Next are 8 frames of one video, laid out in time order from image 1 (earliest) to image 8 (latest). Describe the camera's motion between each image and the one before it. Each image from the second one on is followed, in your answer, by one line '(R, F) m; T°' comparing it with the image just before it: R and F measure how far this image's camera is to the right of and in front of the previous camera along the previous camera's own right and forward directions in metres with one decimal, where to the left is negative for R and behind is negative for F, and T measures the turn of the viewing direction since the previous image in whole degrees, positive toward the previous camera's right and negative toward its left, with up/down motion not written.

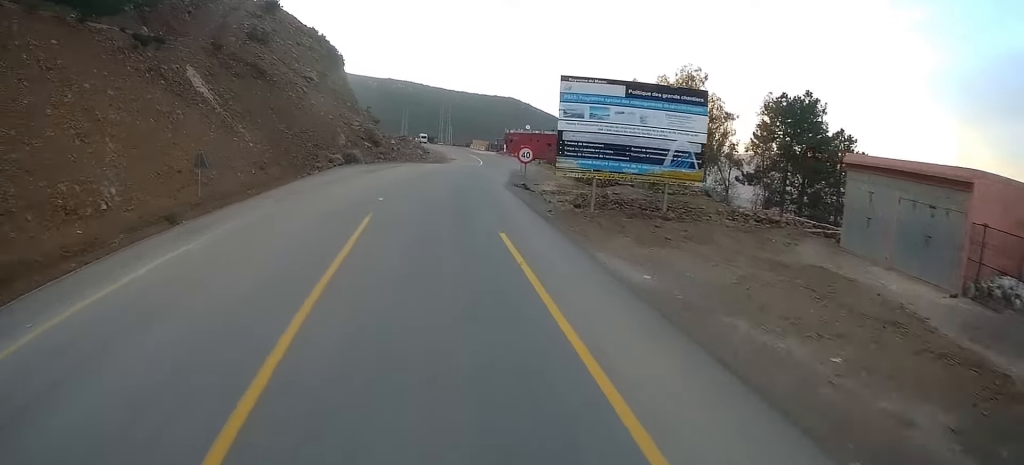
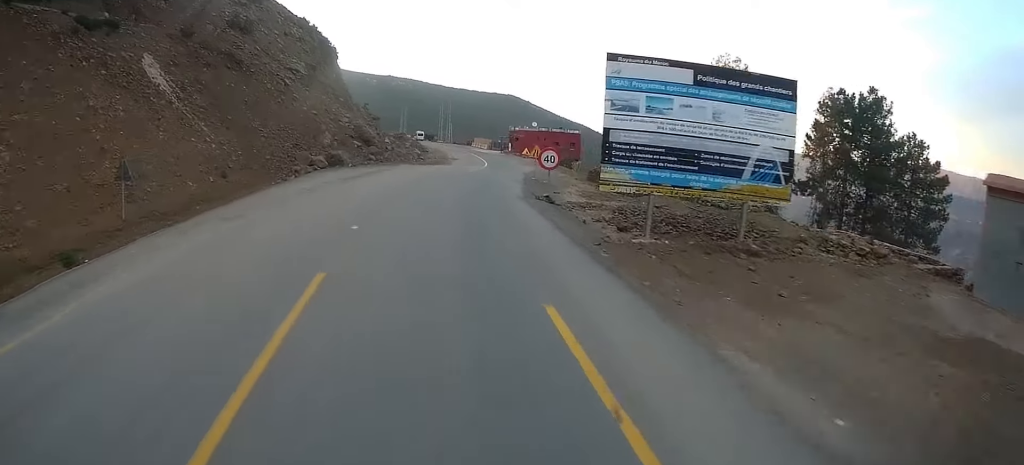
(+0.2, +6.9) m; +1°
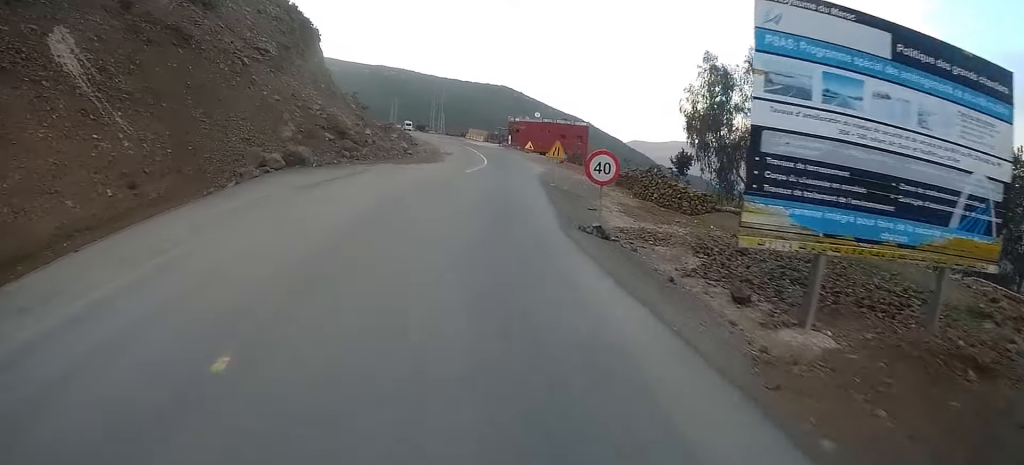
(+0.1, +8.6) m; +2°
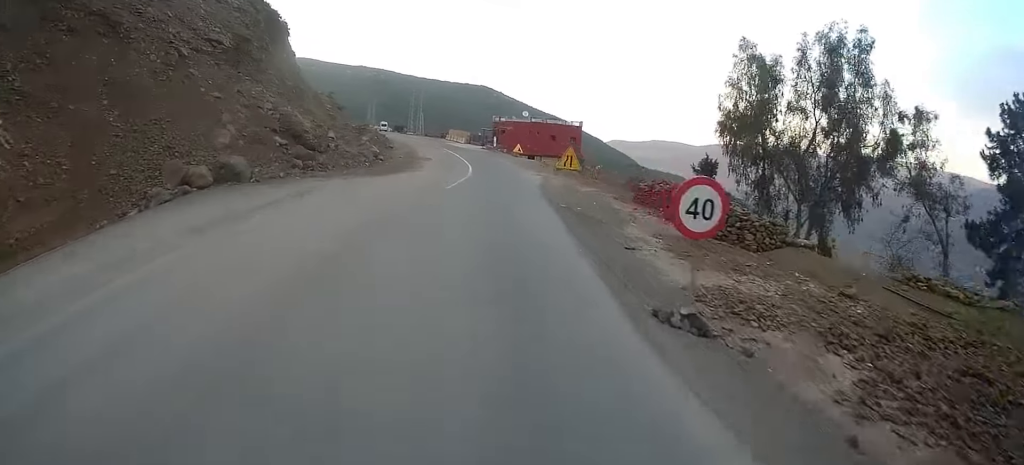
(-0.2, +7.2) m; +2°
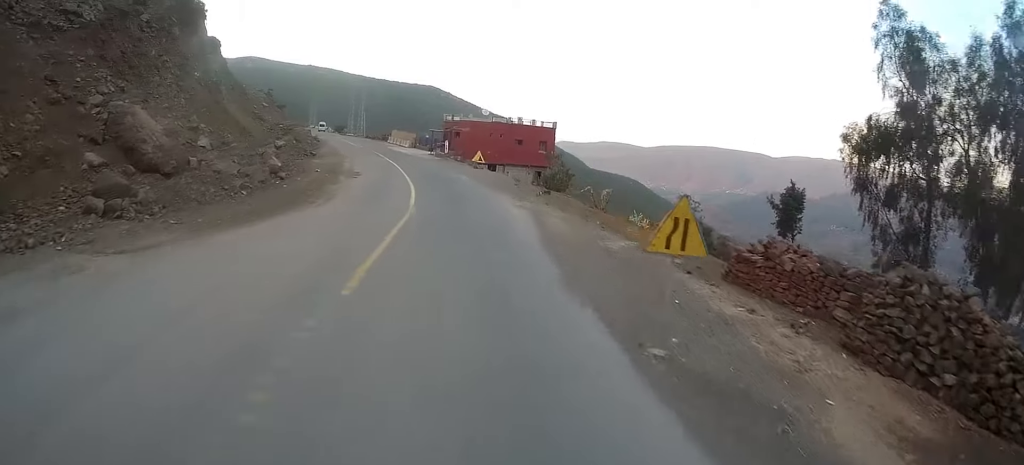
(+0.9, +13.9) m; +2°
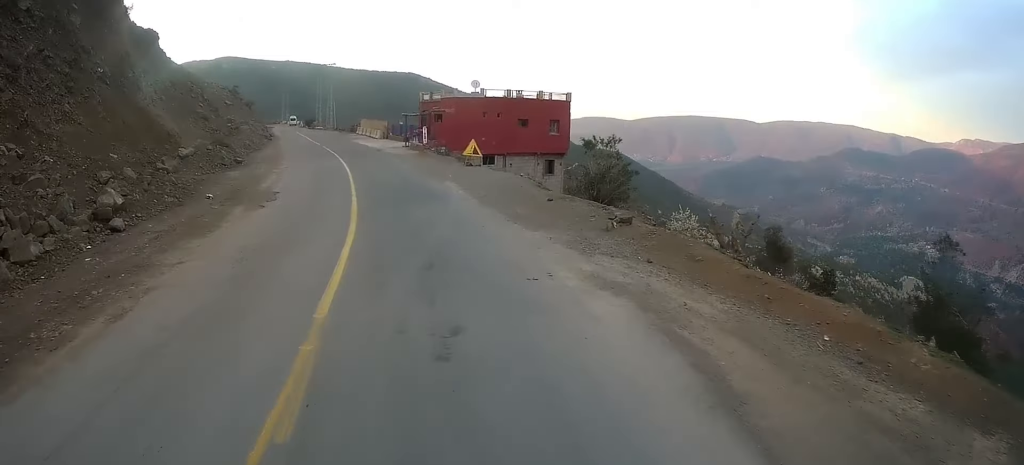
(-0.5, +14.4) m; -3°
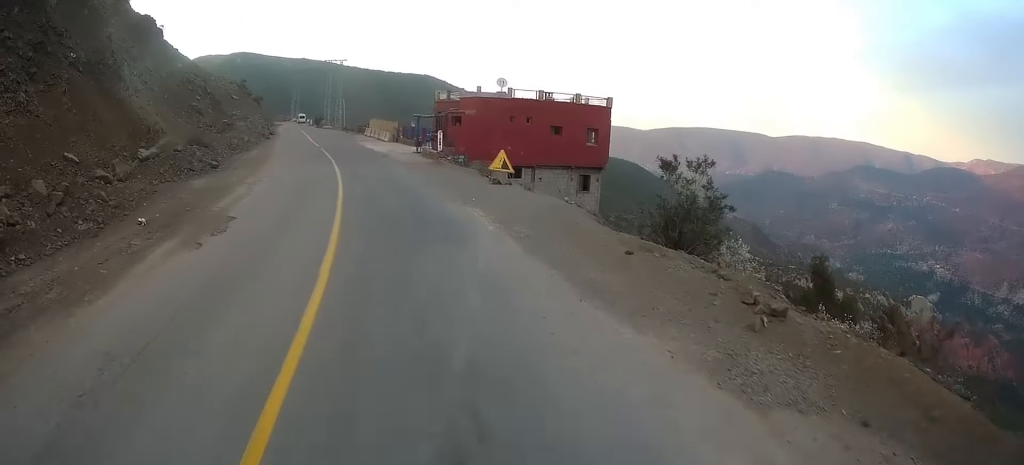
(+0.1, +6.0) m; -1°
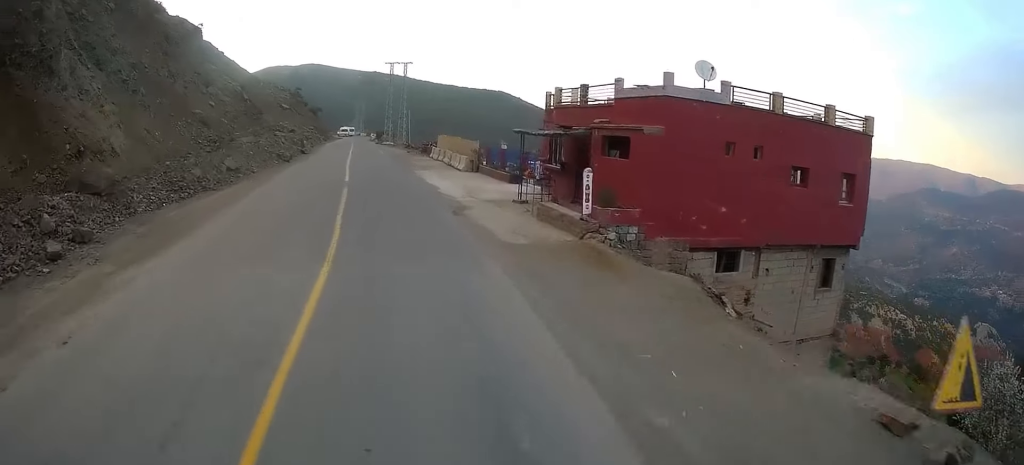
(-1.1, +17.7) m; -6°
